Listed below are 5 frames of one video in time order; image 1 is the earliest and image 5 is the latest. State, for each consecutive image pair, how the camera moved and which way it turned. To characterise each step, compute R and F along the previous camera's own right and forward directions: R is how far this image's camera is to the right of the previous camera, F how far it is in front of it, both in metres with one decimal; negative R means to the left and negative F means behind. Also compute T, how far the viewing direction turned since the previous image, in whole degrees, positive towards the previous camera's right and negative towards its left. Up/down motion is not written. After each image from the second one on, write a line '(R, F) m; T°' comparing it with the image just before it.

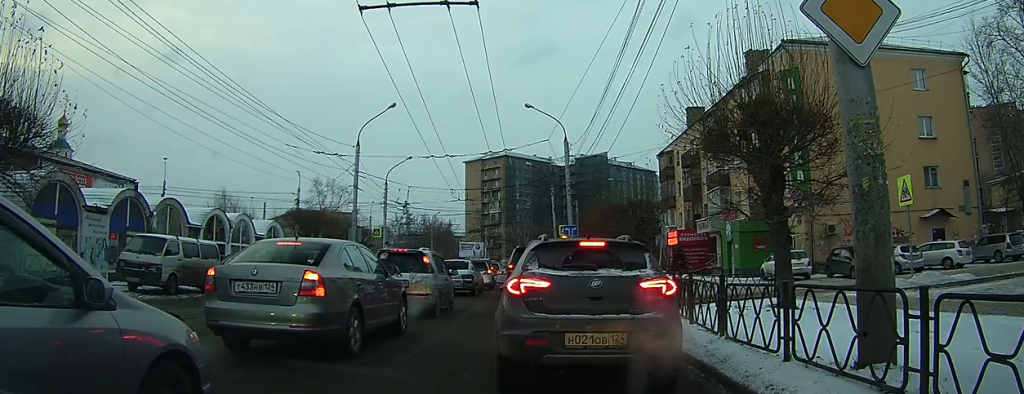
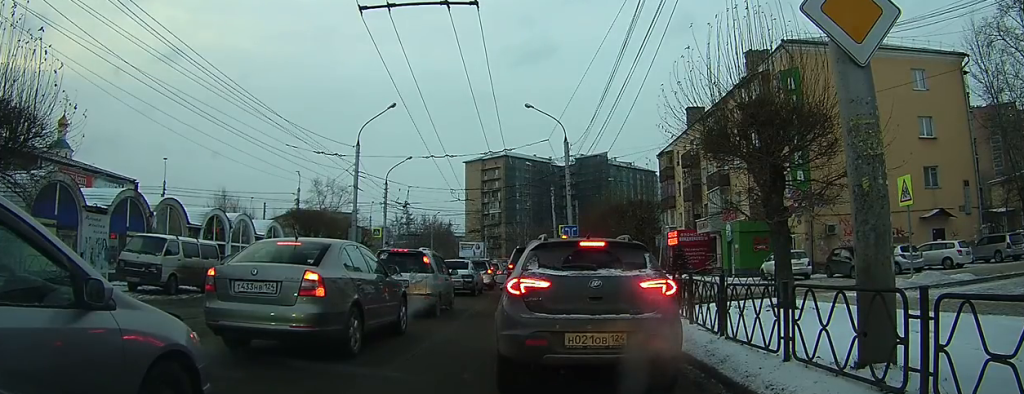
(0.0, 0.0) m; 0°
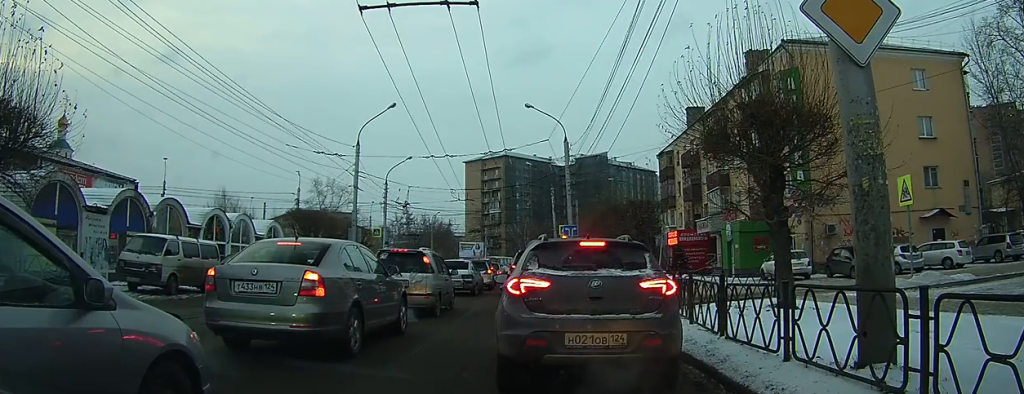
(0.0, 0.0) m; 0°
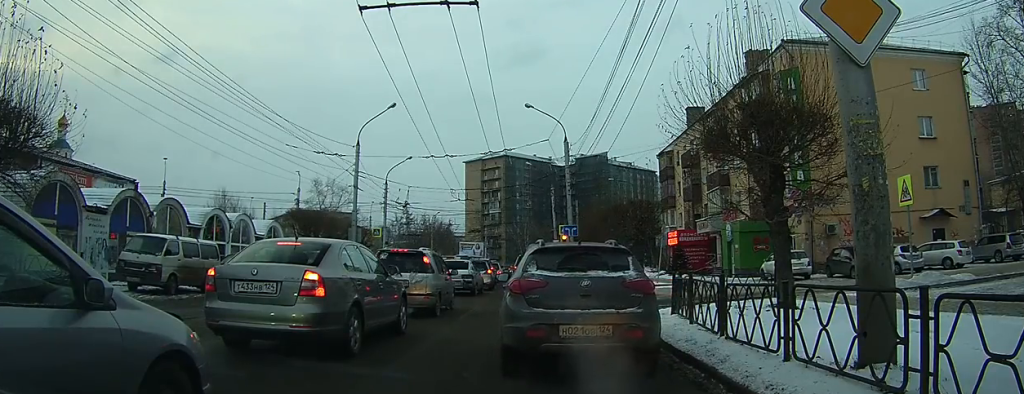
(0.0, 0.0) m; 0°
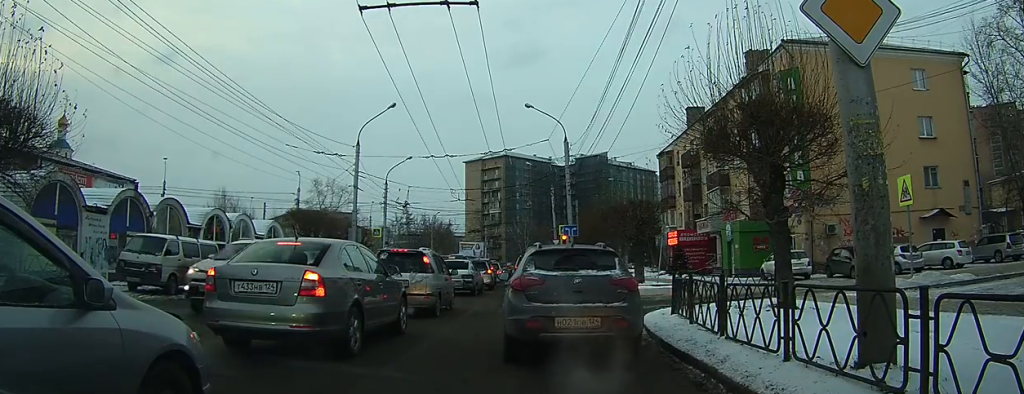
(0.0, 0.0) m; 0°
